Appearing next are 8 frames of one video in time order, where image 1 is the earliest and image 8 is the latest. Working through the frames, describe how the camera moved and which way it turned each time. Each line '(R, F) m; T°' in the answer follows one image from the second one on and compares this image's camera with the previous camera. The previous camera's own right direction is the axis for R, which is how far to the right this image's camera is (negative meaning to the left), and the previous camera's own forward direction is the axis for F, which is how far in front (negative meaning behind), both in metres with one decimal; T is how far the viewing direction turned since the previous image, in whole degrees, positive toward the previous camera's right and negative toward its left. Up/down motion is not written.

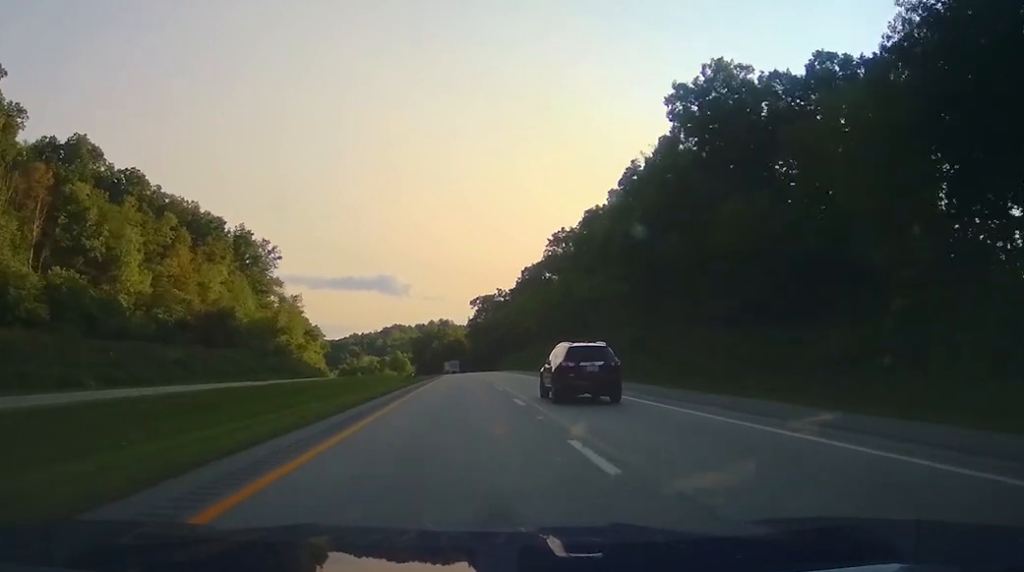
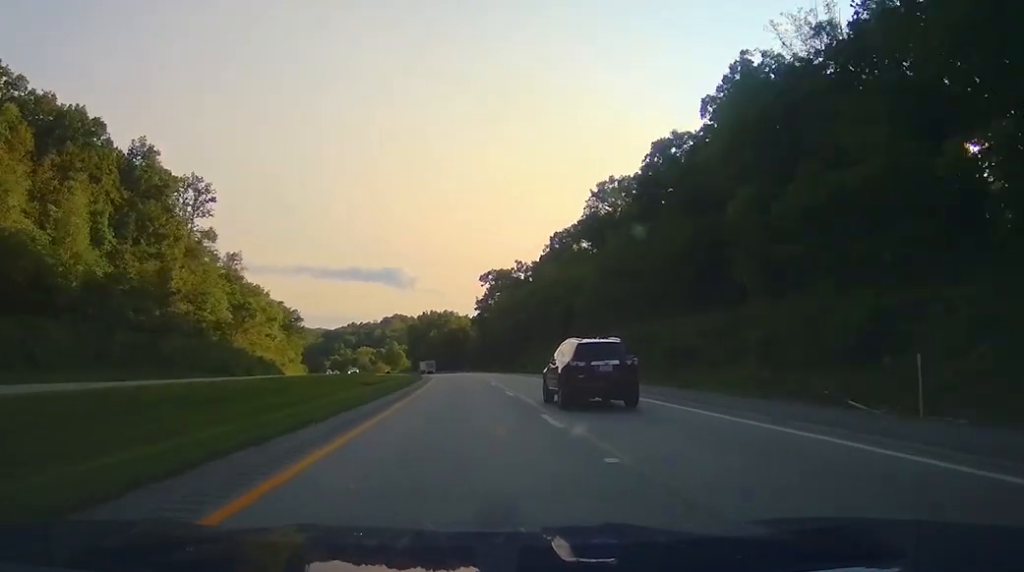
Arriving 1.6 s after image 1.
(-0.4, +55.3) m; -1°
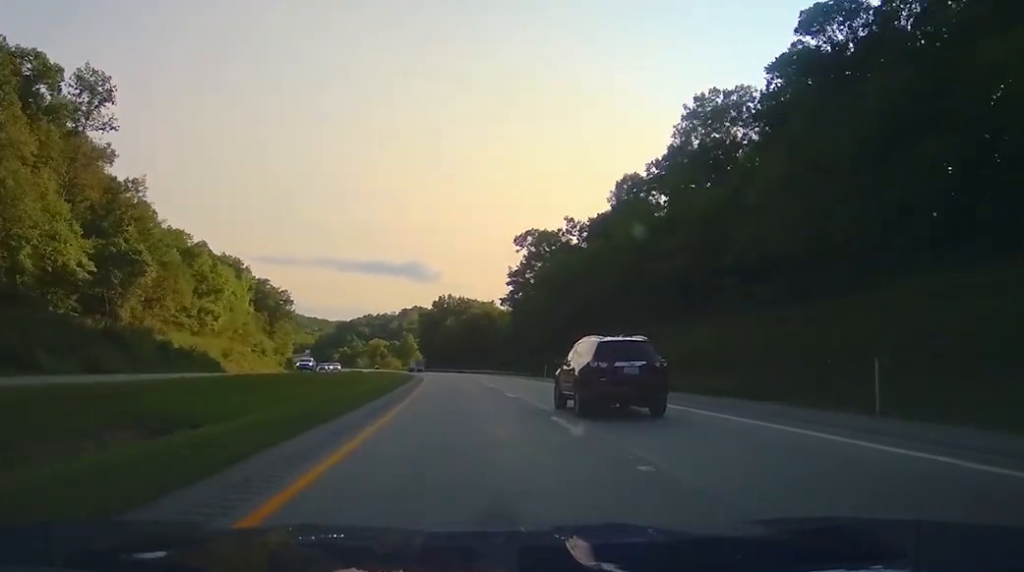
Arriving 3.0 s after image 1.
(-0.7, +49.1) m; -2°
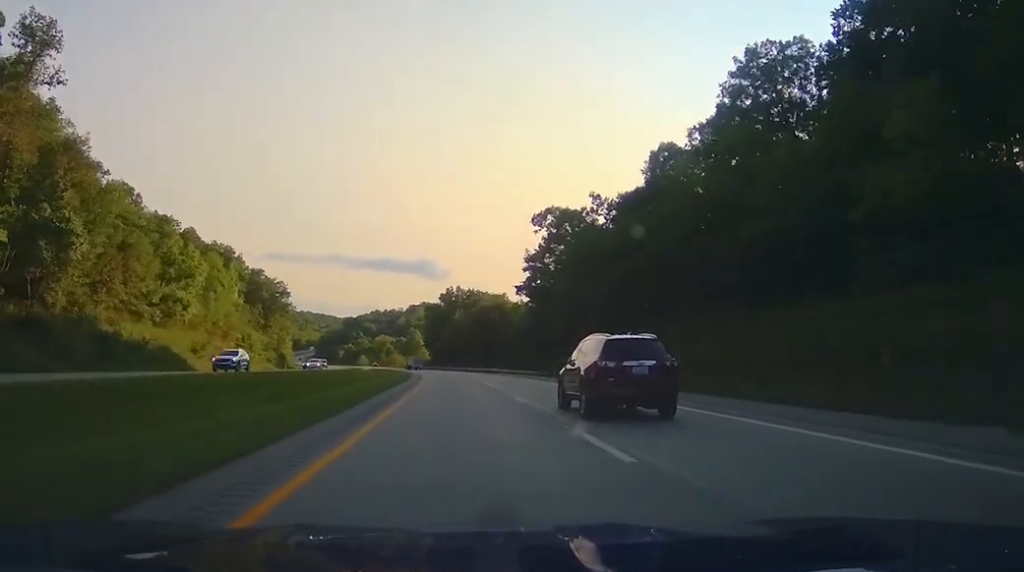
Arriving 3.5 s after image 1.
(-0.1, +15.9) m; -1°
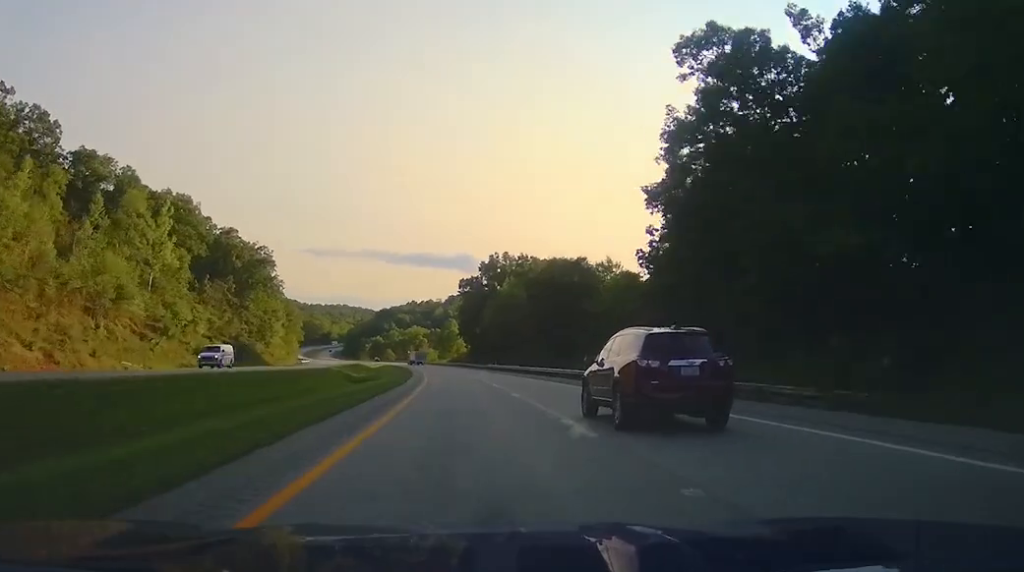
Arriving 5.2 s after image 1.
(-1.3, +58.4) m; -4°
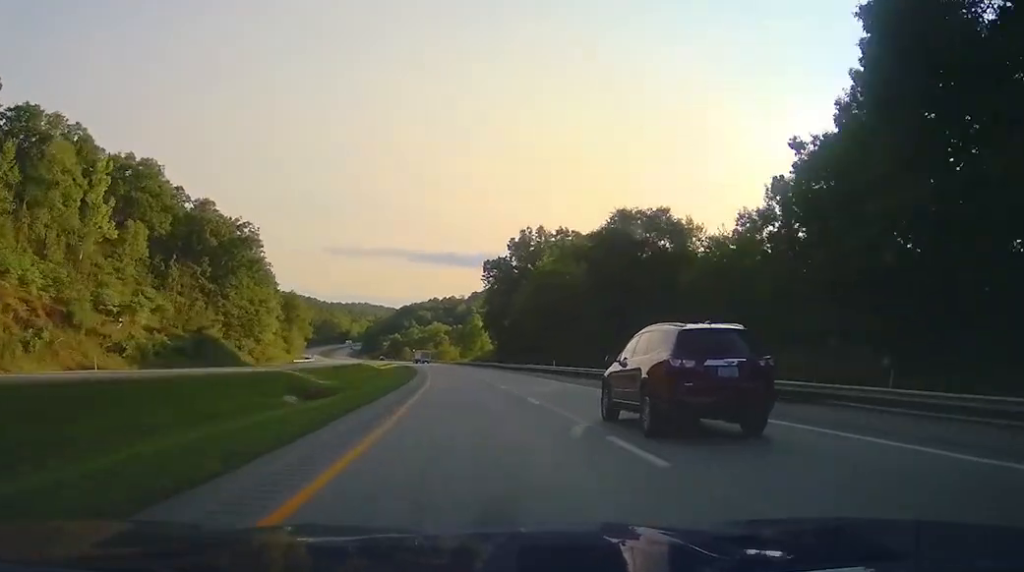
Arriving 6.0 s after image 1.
(-1.0, +27.5) m; -2°
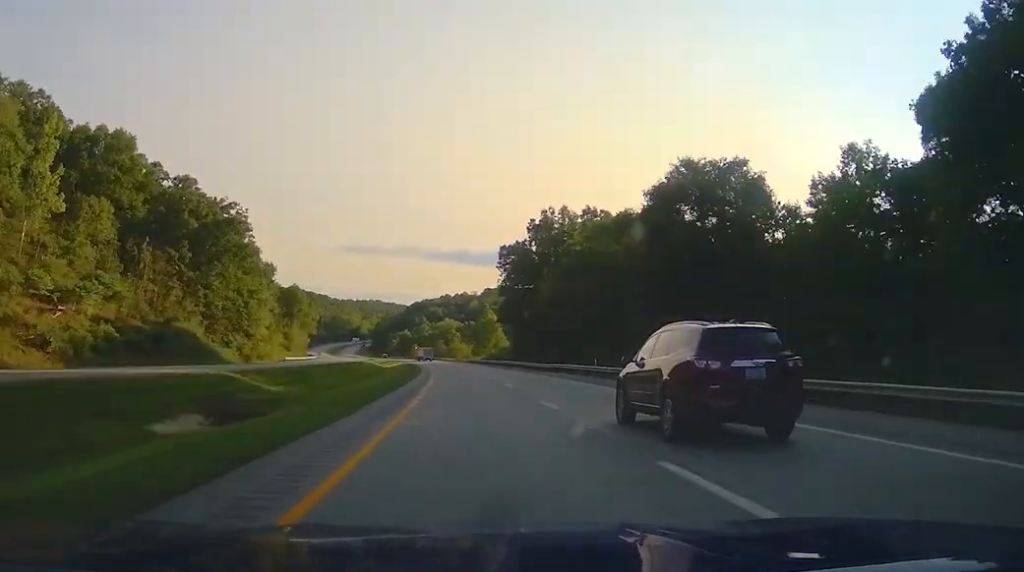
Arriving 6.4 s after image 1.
(-0.2, +15.0) m; -1°
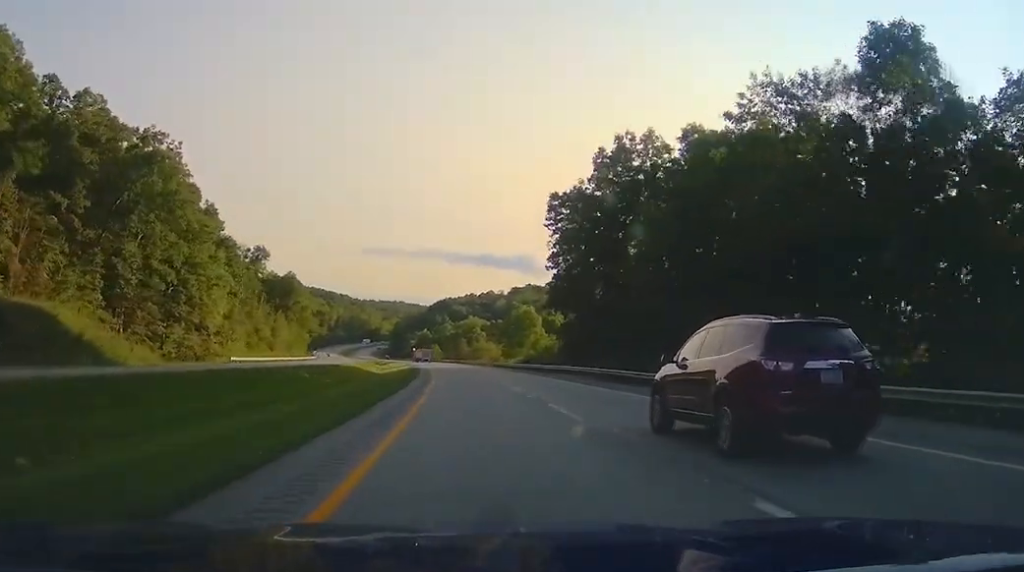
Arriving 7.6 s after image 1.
(-0.3, +39.3) m; -1°
